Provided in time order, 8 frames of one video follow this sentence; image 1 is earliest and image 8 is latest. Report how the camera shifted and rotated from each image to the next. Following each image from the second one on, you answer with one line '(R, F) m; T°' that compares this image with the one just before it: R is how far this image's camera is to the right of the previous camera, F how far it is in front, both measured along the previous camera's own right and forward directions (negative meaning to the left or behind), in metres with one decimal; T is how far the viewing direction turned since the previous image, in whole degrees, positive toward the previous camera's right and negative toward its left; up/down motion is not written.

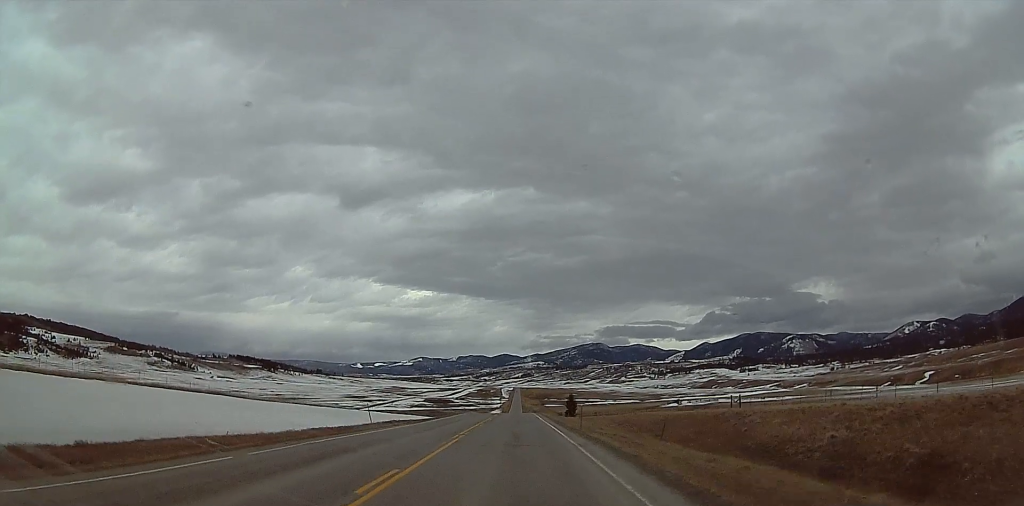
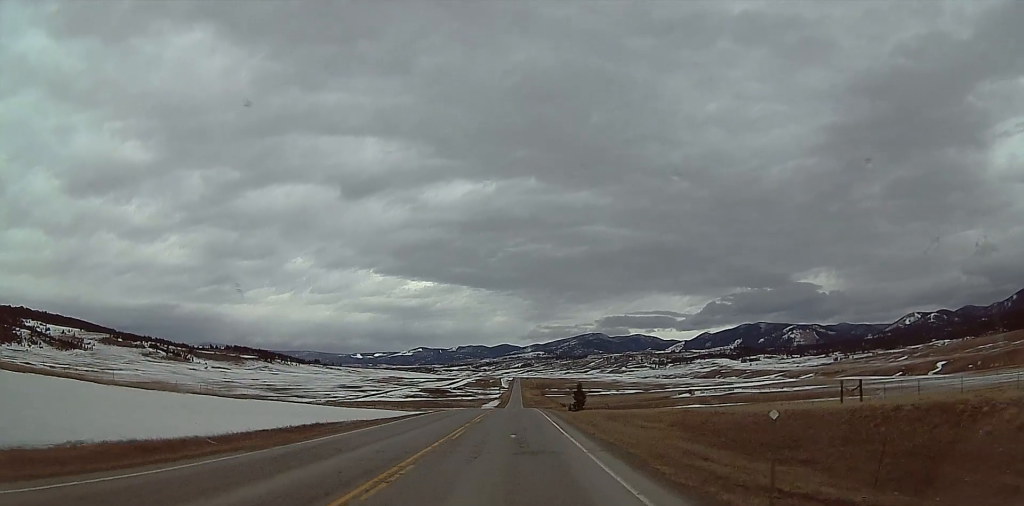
(0.0, +26.0) m; 0°
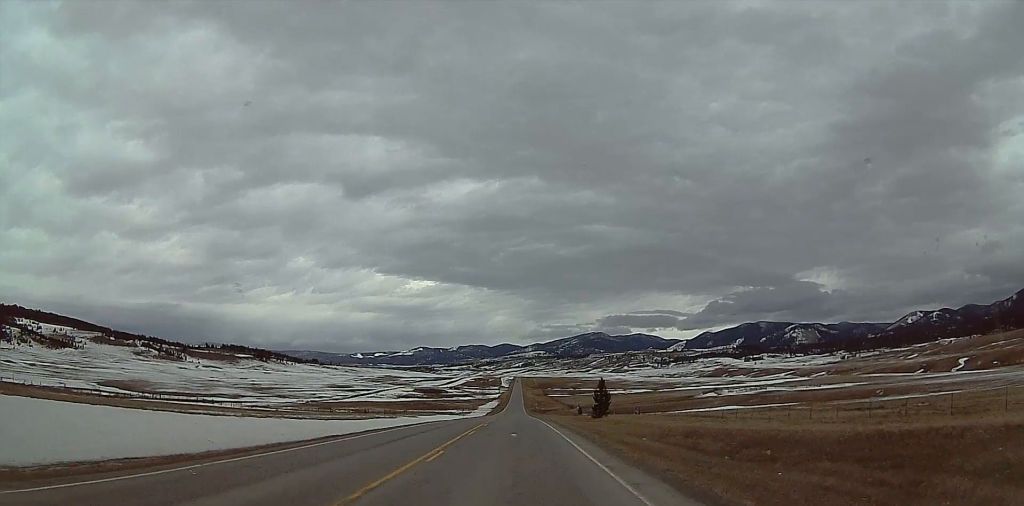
(+0.3, +42.5) m; 0°
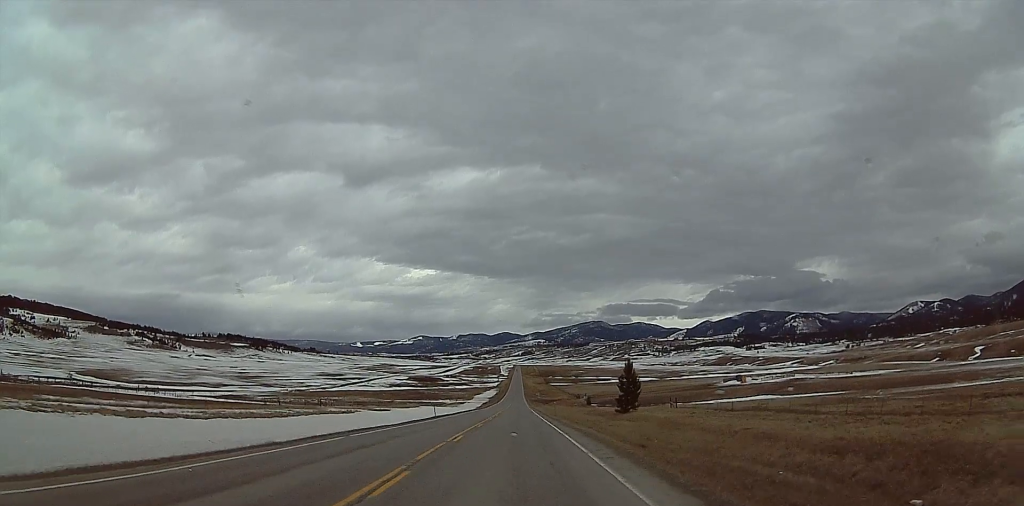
(0.0, +30.0) m; -1°
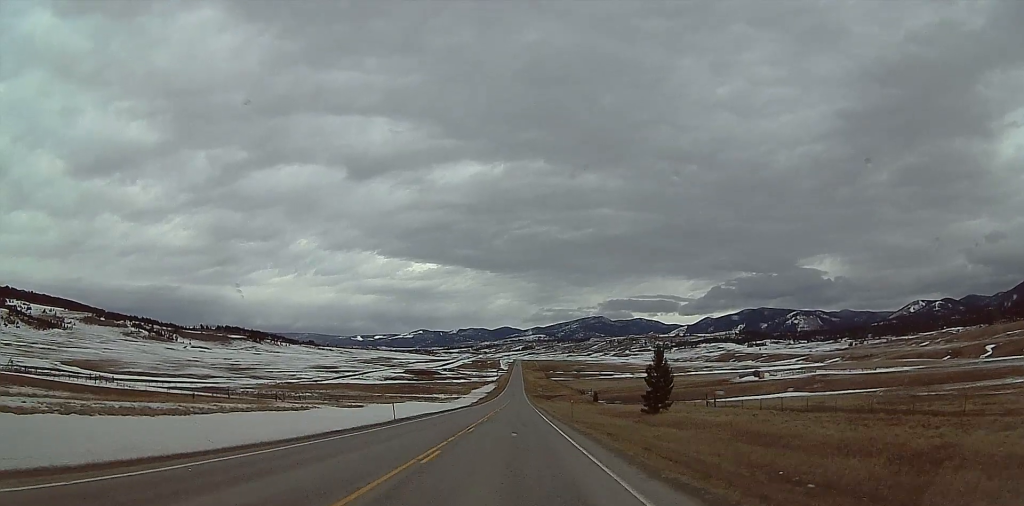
(-0.4, +19.4) m; +1°
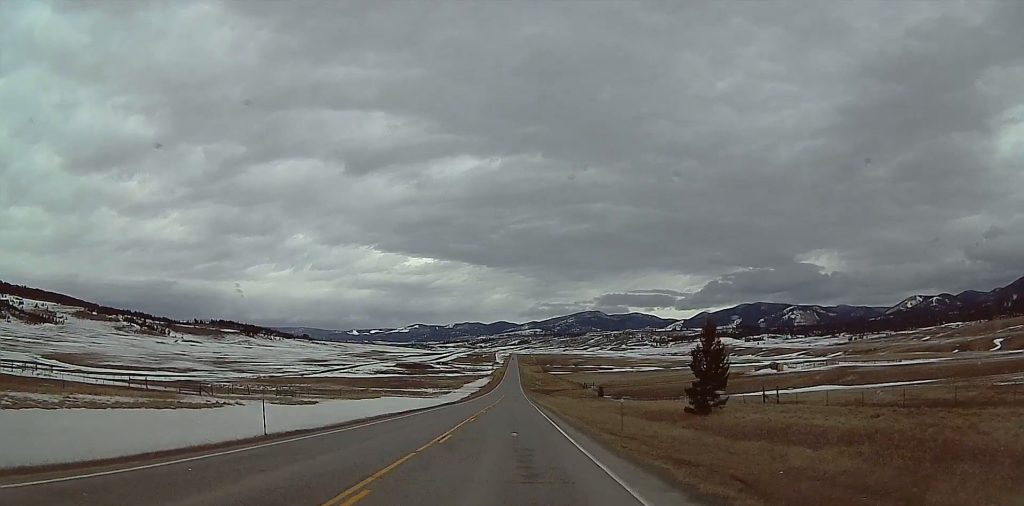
(+0.1, +20.5) m; 0°
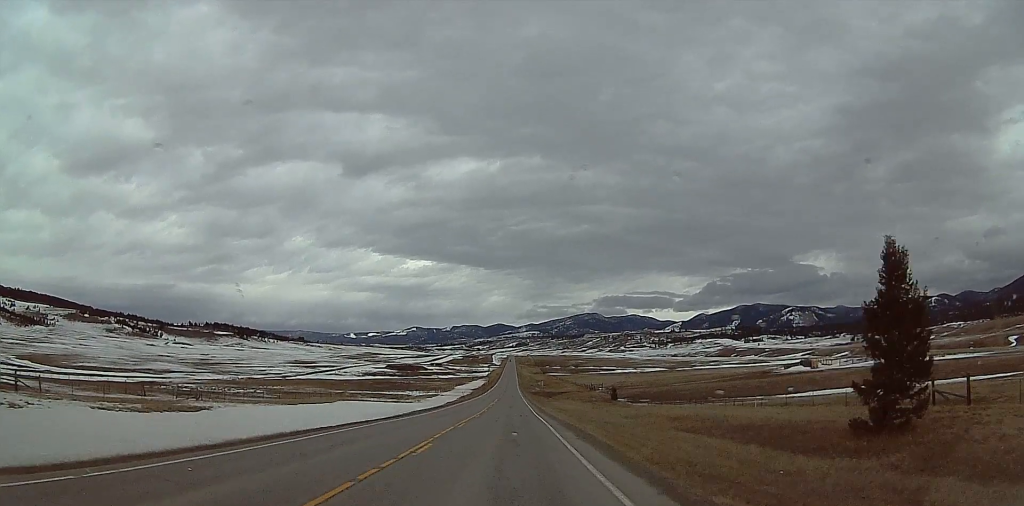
(+0.4, +27.5) m; 0°
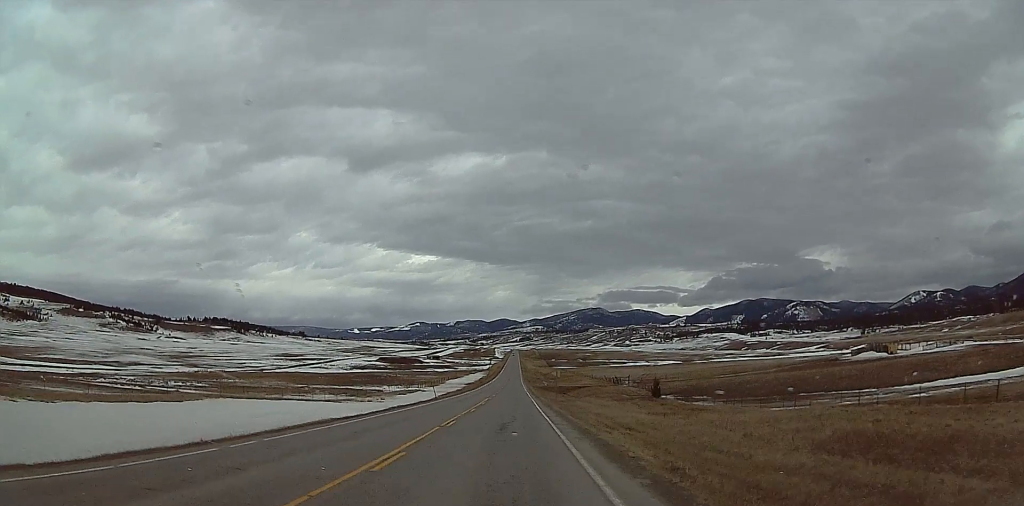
(-0.1, +40.4) m; 0°
